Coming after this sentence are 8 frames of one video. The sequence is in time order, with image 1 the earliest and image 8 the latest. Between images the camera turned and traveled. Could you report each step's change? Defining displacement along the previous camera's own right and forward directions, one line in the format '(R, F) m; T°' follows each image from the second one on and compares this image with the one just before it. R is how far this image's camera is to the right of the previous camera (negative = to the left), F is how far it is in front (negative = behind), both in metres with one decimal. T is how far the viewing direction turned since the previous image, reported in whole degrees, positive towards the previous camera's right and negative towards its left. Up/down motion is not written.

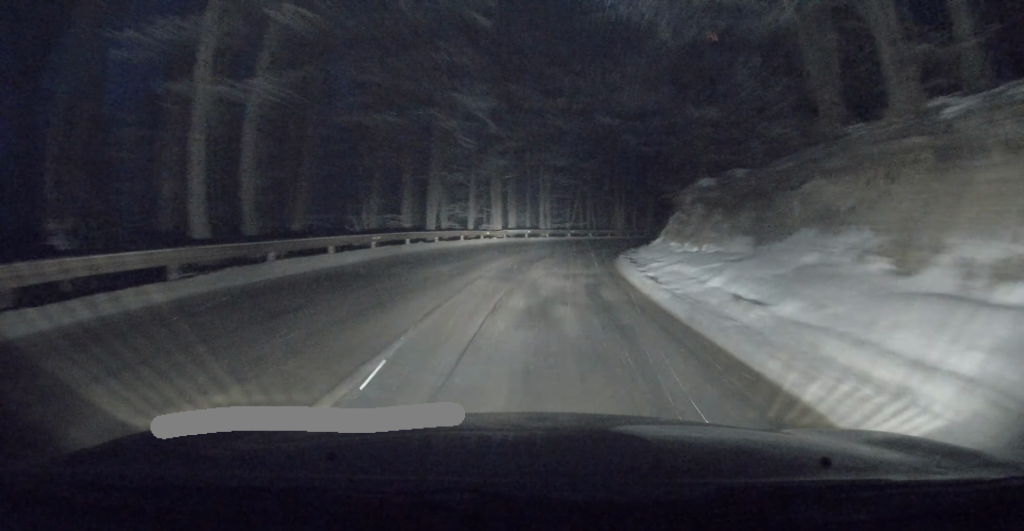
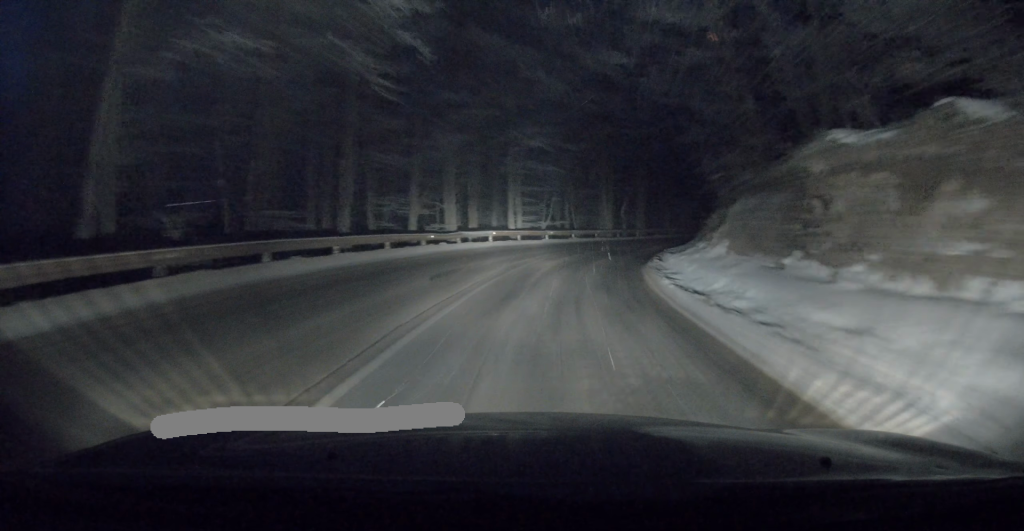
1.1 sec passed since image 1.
(-0.2, +10.8) m; +1°
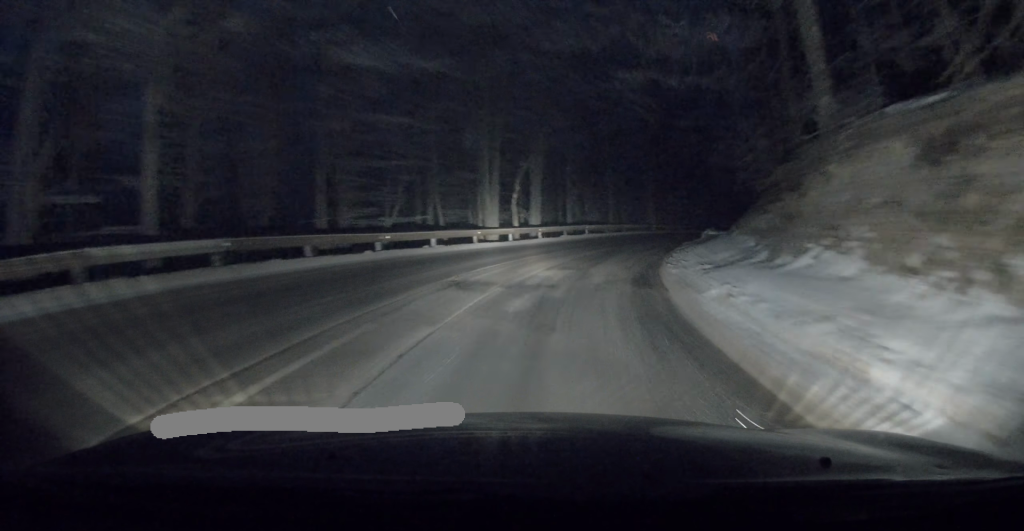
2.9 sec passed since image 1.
(+0.5, +18.6) m; +4°
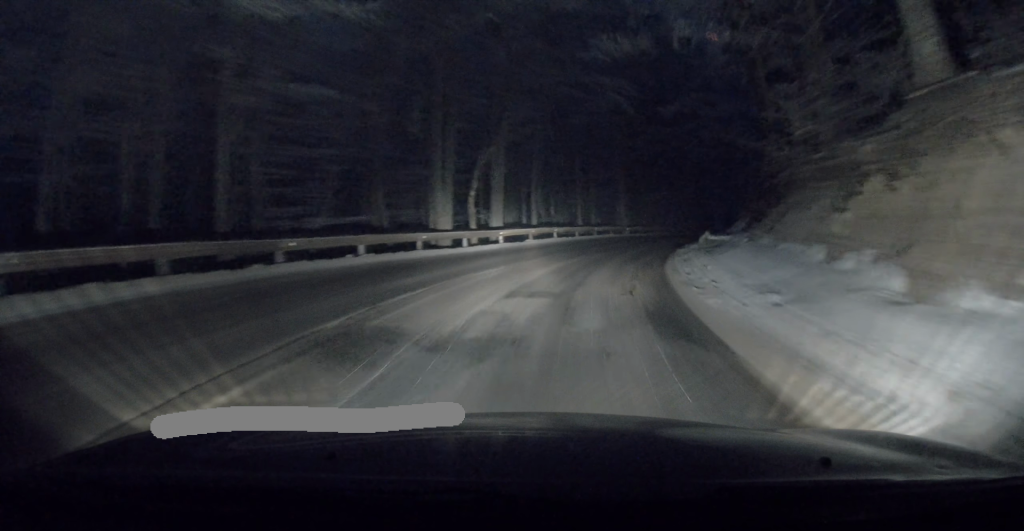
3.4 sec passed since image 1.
(+0.3, +5.2) m; +3°
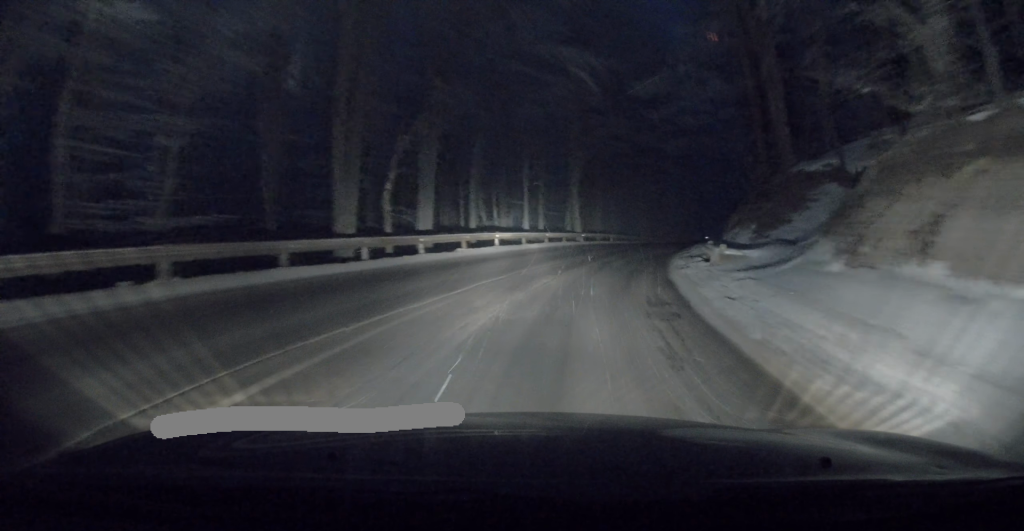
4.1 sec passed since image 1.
(+0.3, +7.4) m; +5°
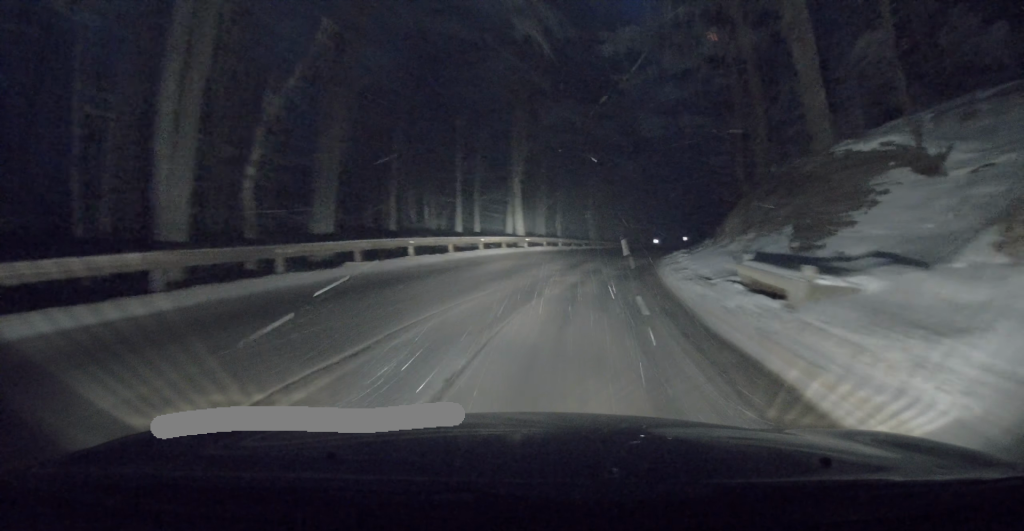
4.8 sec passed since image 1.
(+0.2, +7.3) m; +5°
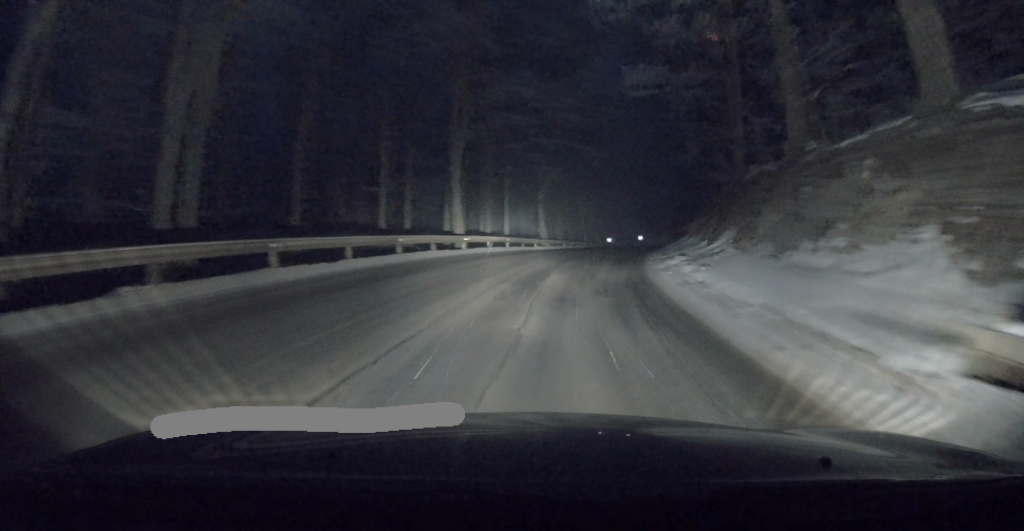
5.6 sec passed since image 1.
(+0.5, +7.2) m; +4°
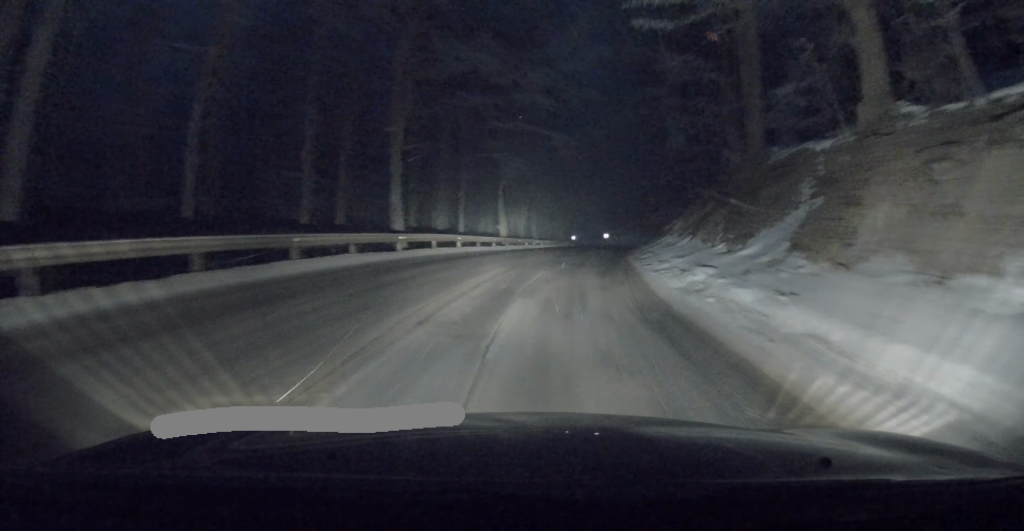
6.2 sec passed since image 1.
(+0.2, +5.9) m; +3°
